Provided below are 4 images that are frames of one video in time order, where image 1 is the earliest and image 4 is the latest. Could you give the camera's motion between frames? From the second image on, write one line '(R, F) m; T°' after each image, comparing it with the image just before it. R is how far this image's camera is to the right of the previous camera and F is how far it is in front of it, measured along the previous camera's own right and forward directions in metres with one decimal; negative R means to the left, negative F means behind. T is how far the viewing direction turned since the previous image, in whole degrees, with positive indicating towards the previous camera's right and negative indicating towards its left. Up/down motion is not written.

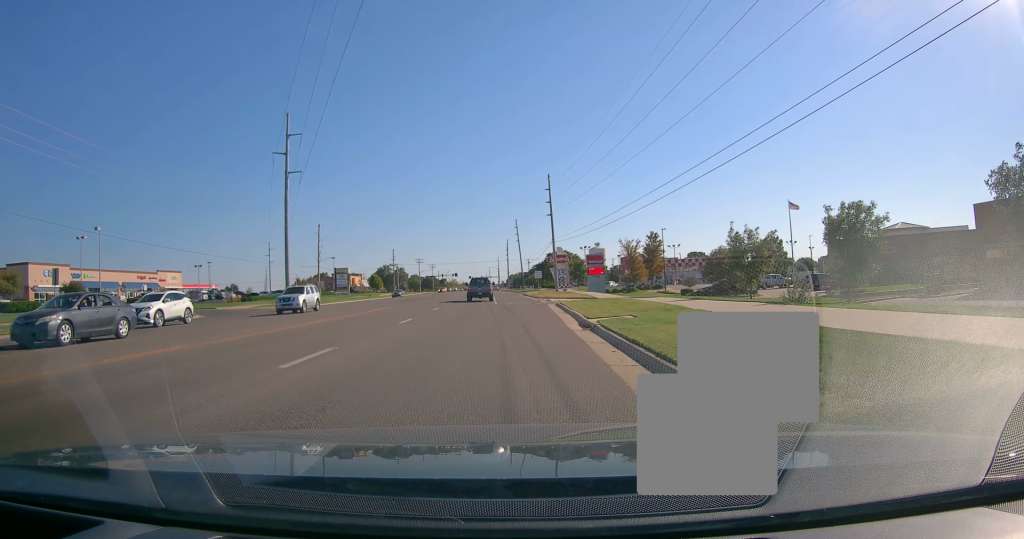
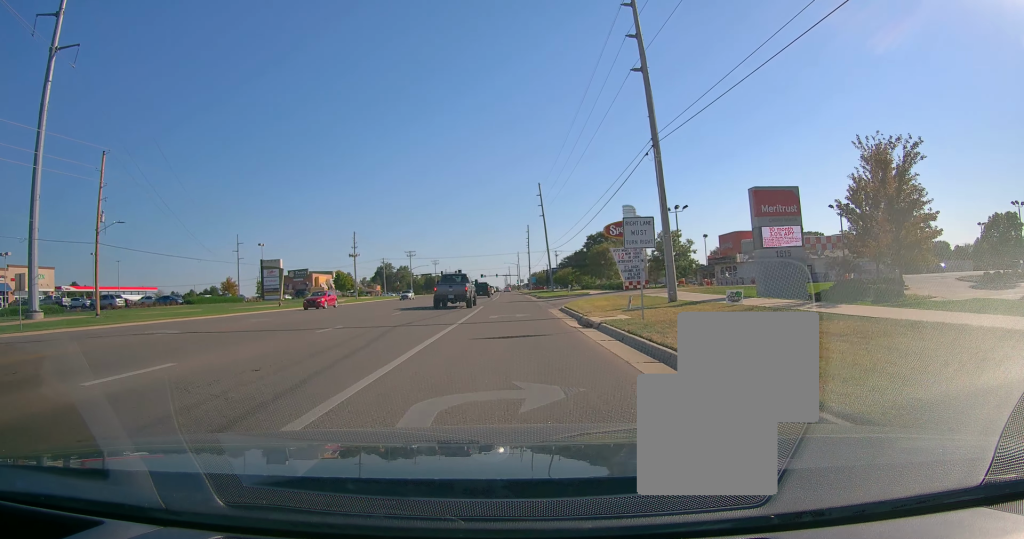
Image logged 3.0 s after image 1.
(-0.8, +54.1) m; -4°
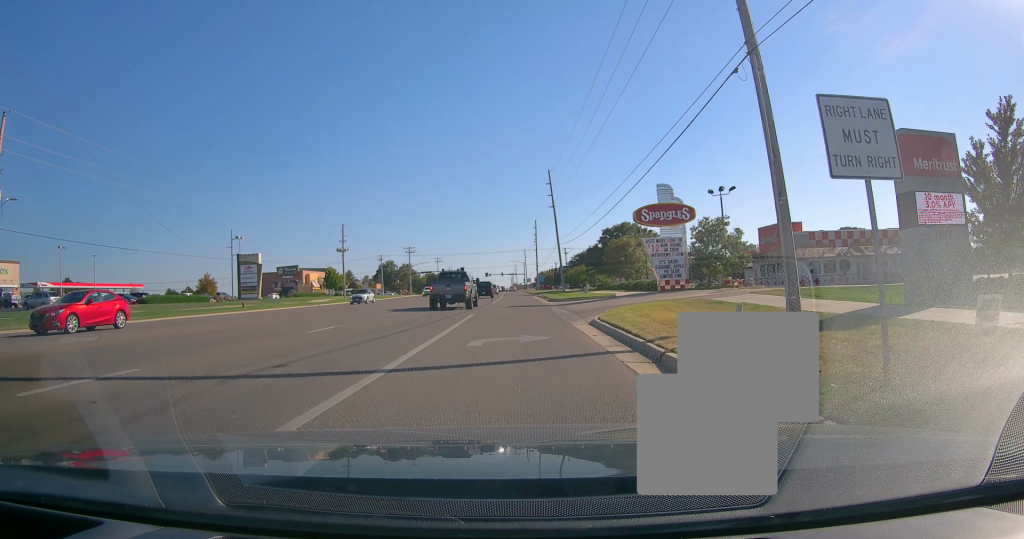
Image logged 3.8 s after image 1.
(0.0, +10.4) m; 0°
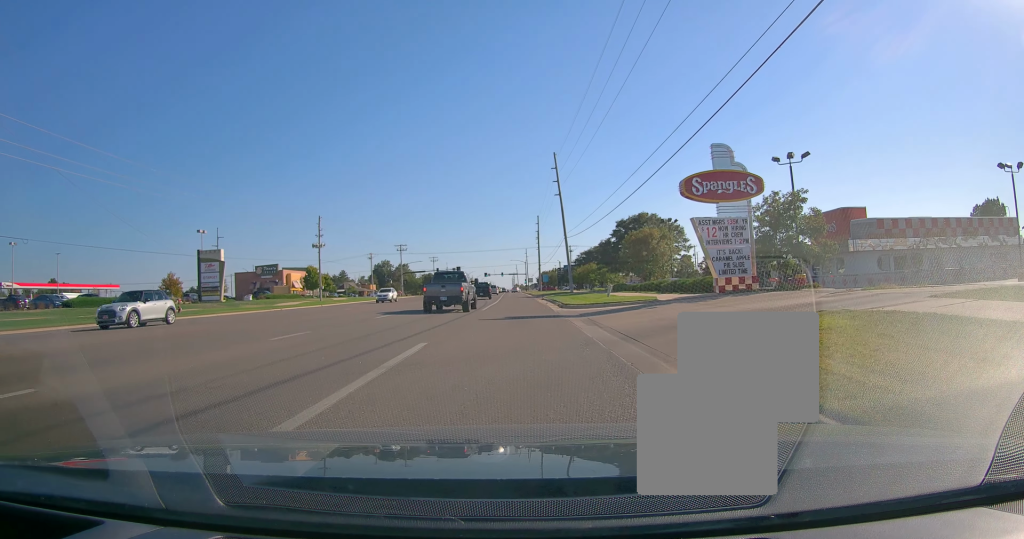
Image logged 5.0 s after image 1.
(0.0, +11.5) m; +4°
